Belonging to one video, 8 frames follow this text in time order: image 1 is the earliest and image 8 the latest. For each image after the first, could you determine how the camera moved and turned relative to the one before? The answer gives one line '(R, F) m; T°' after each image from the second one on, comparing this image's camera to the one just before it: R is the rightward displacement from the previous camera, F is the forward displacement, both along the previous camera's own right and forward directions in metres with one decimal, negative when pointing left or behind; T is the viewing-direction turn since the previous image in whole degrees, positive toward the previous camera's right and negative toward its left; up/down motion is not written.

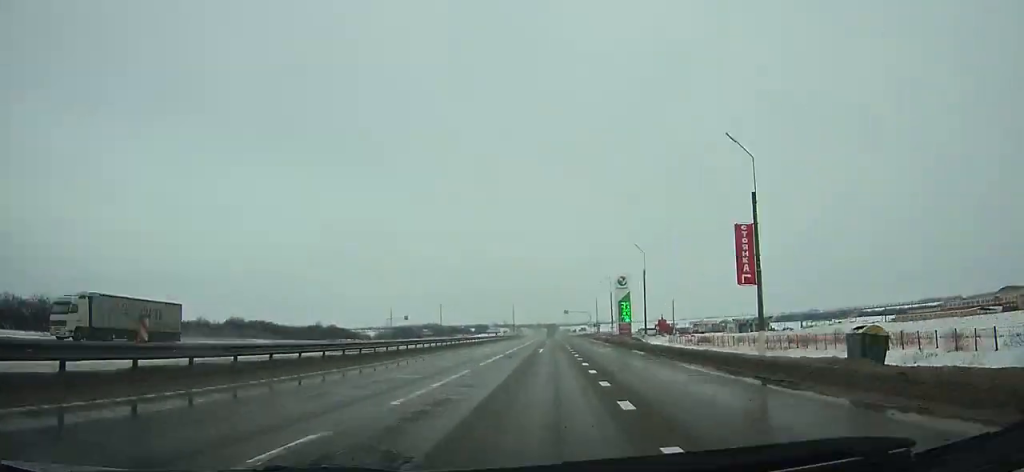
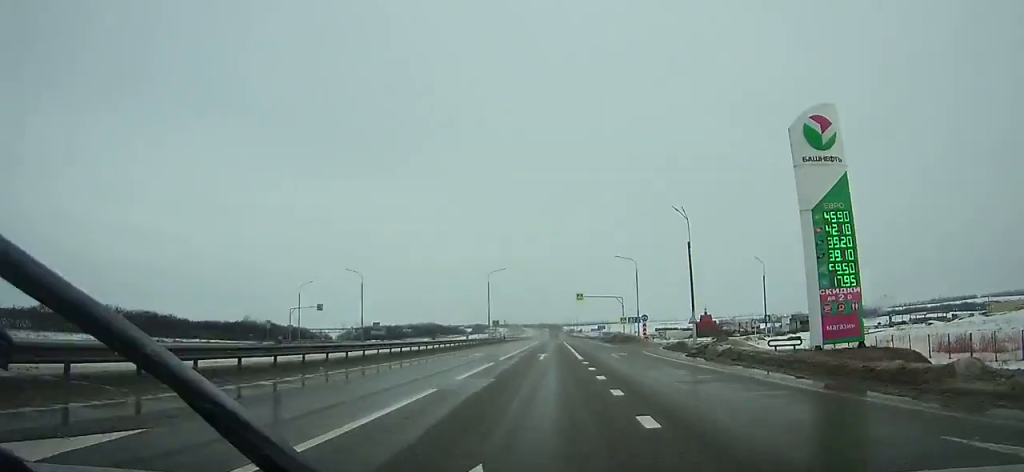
(0.0, +66.2) m; 0°
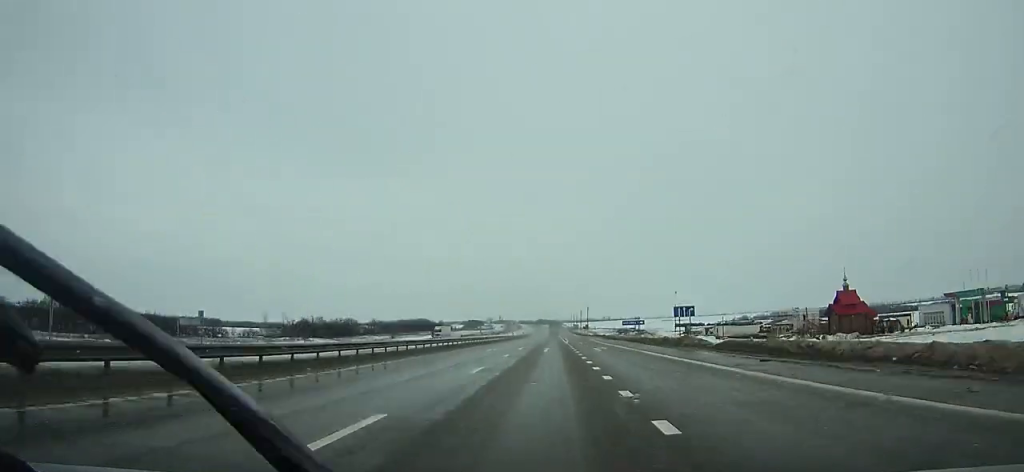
(-0.3, +88.7) m; 0°
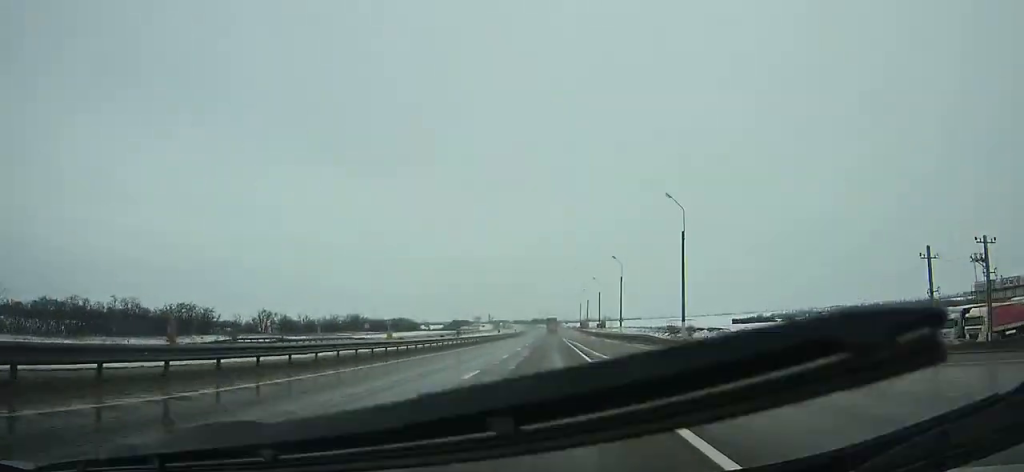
(+0.1, +133.7) m; 0°
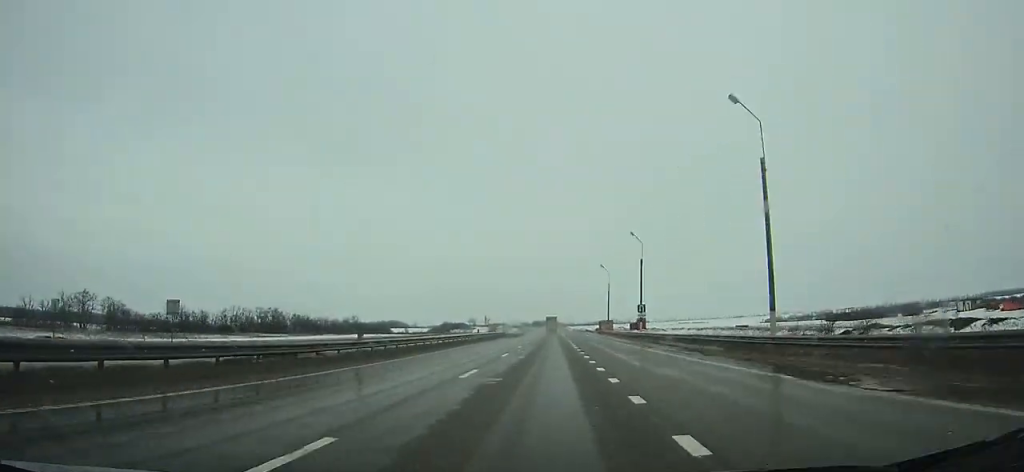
(+0.1, +95.0) m; 0°
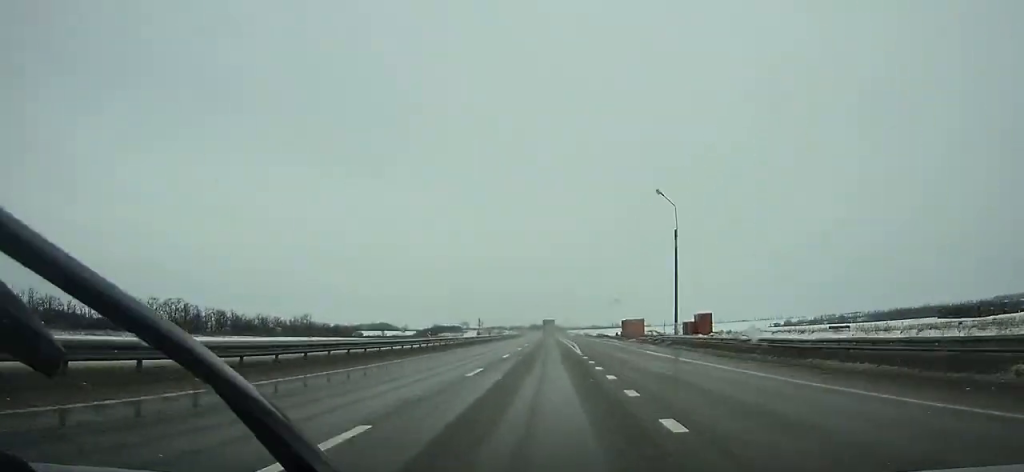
(0.0, +58.8) m; 0°
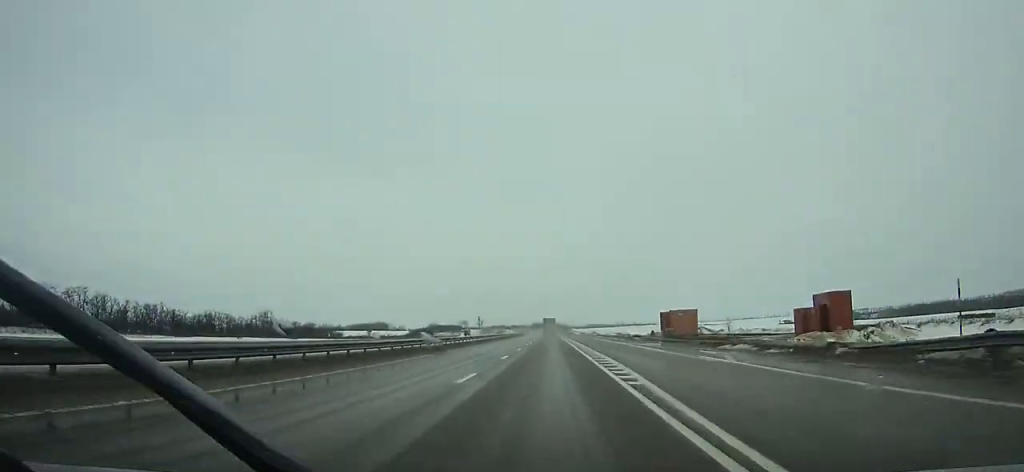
(0.0, +39.2) m; 0°
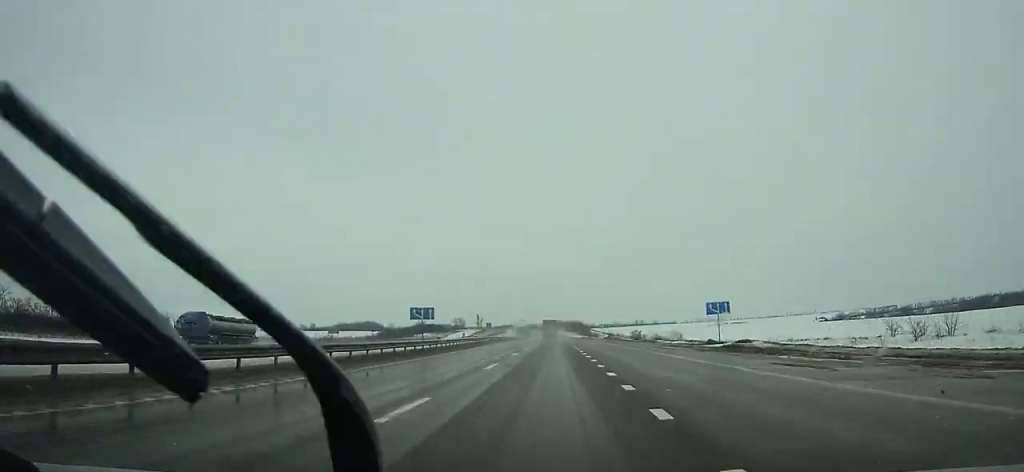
(-0.8, +126.4) m; -1°
